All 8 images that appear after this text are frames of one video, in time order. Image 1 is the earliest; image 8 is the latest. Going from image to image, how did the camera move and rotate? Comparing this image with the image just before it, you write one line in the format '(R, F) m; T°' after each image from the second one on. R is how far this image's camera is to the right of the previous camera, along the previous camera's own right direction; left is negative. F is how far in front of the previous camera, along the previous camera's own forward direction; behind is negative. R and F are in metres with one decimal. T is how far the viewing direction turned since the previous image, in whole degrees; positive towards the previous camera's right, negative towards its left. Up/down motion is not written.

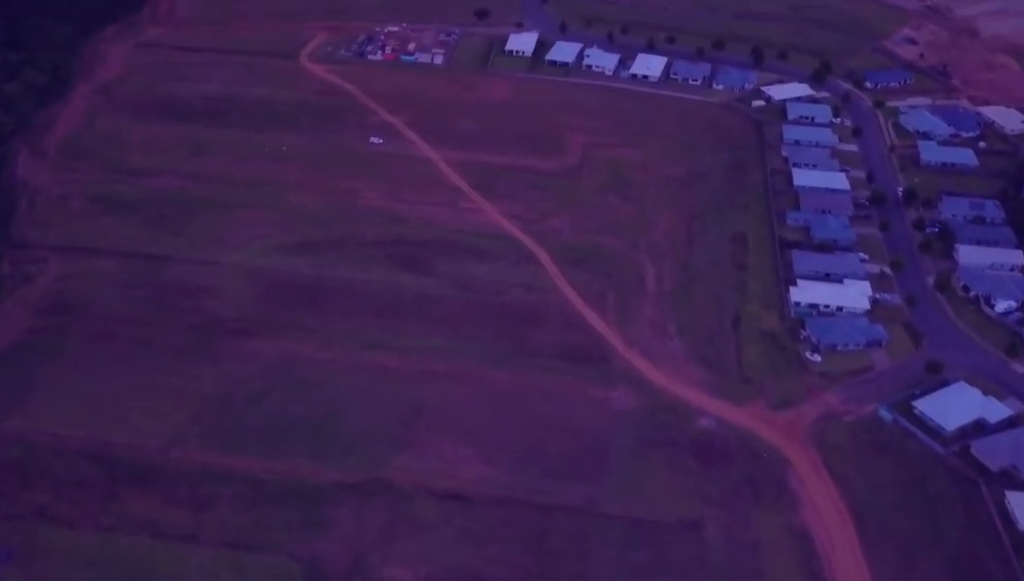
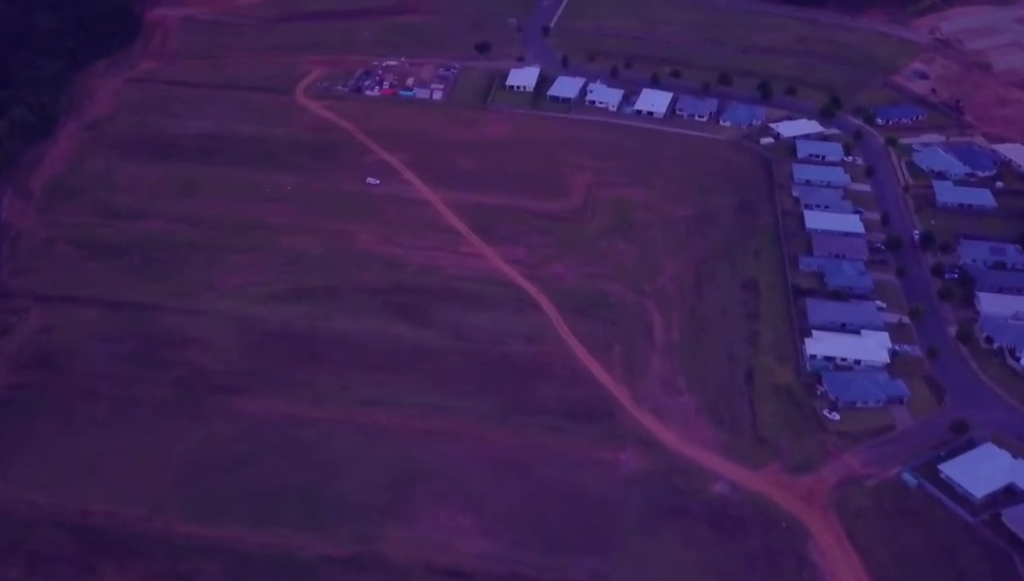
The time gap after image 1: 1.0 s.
(0.0, +14.7) m; 0°
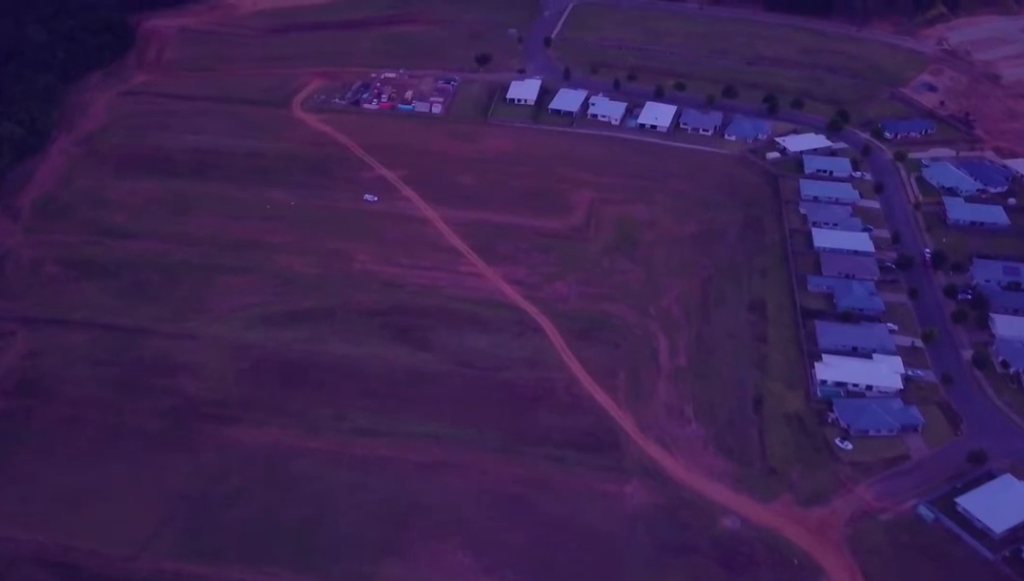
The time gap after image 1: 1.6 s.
(0.0, +8.8) m; 0°
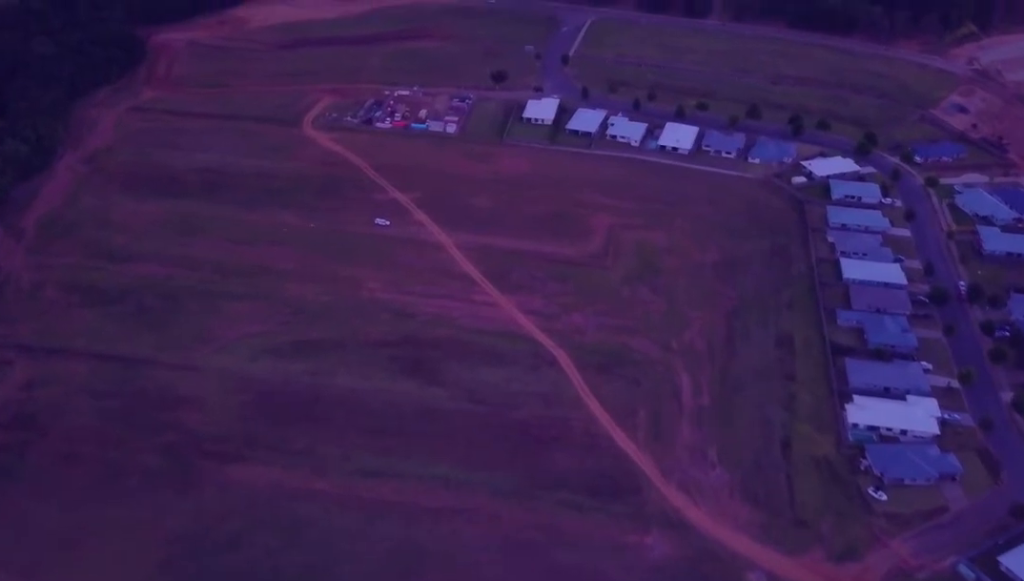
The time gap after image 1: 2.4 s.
(0.0, +12.2) m; 0°
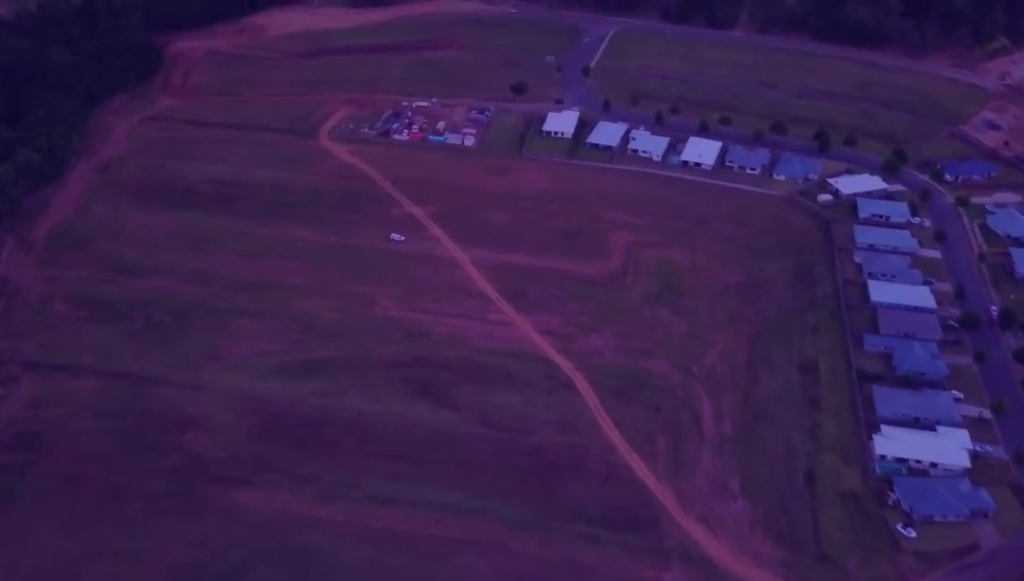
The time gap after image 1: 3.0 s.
(0.0, +7.5) m; 0°
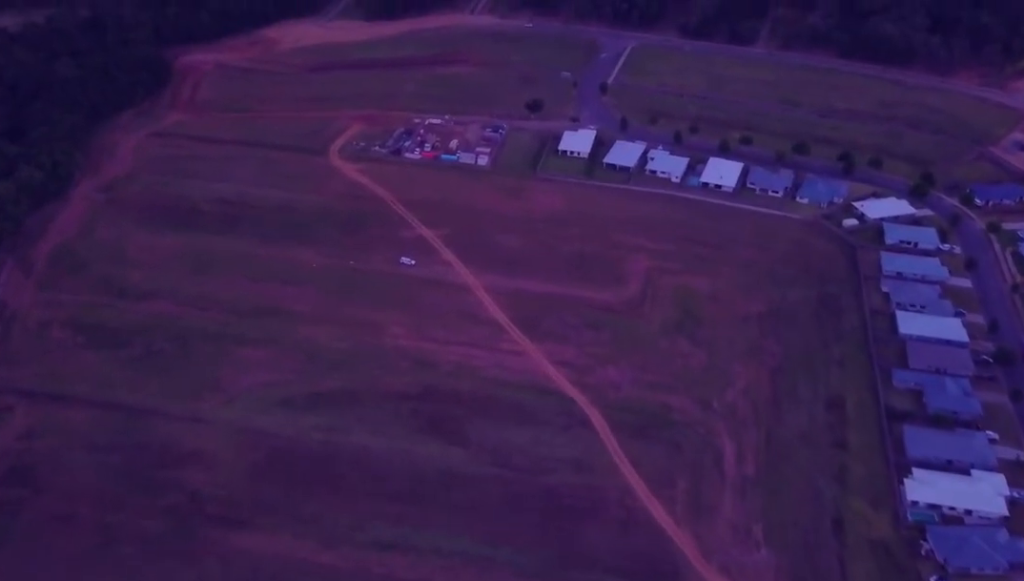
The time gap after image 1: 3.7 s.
(0.0, +10.9) m; 0°
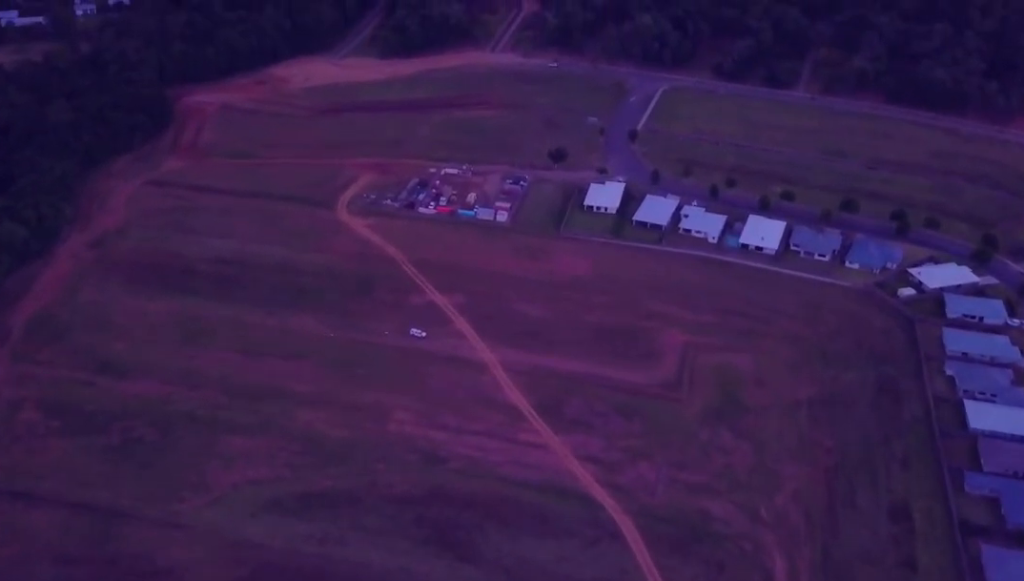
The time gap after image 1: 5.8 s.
(0.0, +29.4) m; 0°
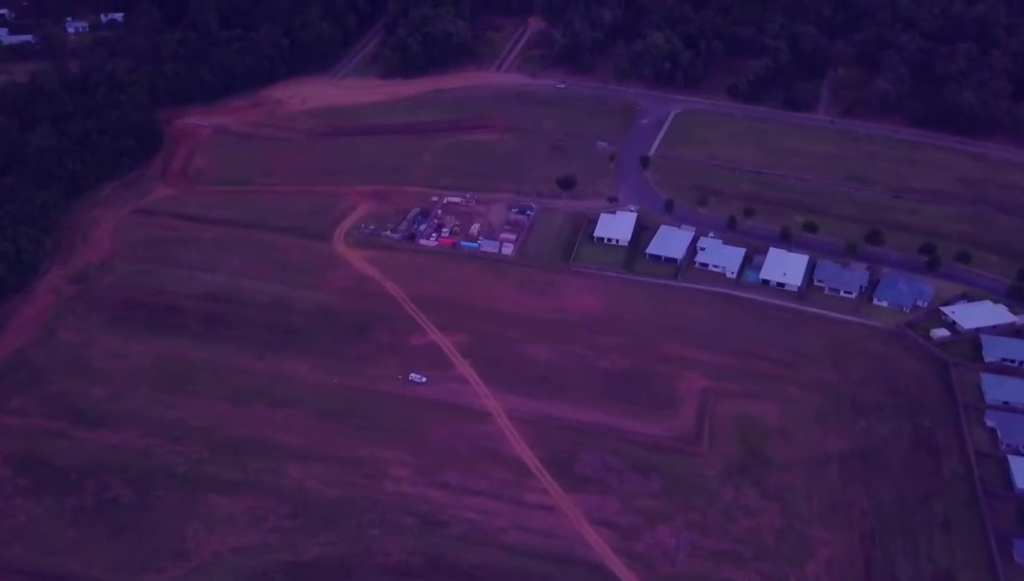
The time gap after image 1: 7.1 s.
(0.0, +17.6) m; 0°
